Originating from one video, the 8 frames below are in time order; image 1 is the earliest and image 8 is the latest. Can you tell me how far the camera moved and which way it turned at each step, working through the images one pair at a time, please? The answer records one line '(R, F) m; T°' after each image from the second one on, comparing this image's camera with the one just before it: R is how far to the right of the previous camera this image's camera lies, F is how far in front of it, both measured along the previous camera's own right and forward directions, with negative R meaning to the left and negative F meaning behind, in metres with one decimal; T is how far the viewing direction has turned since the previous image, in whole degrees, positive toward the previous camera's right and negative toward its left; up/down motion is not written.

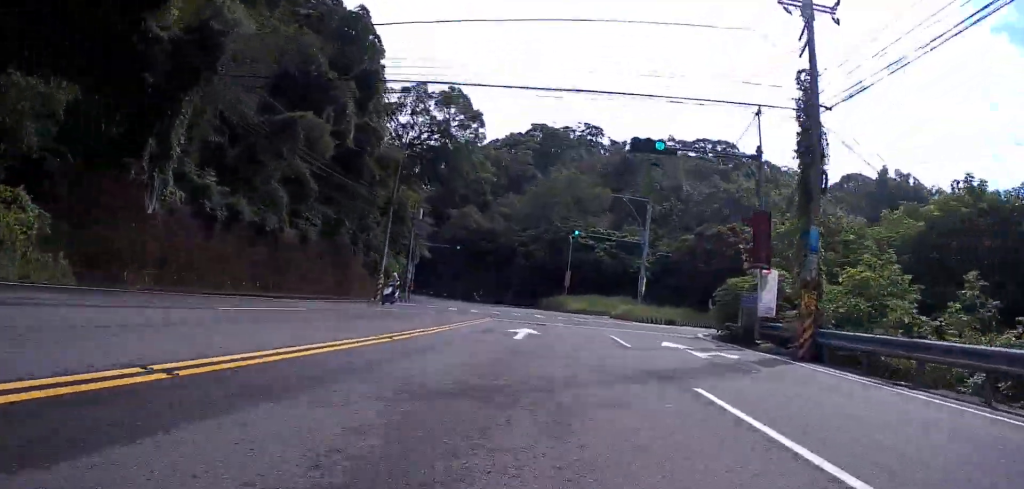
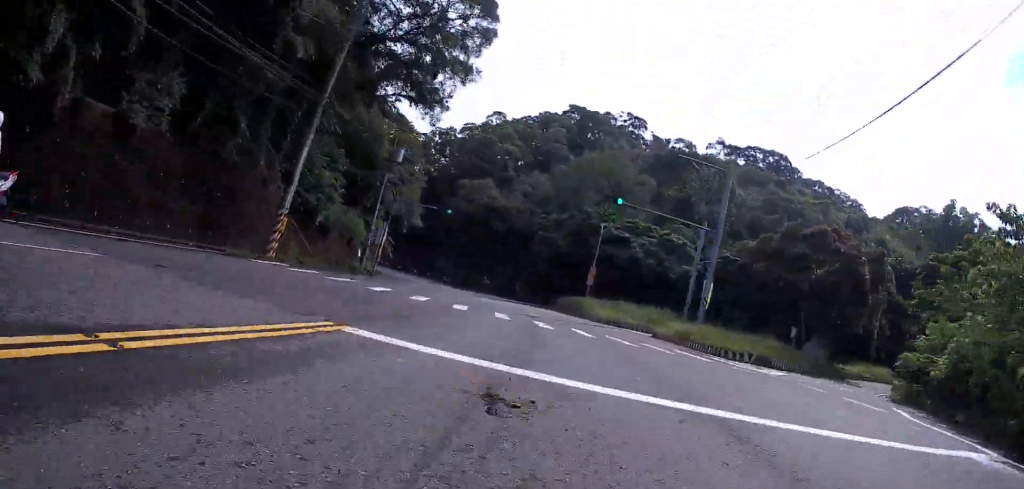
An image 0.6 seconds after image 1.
(+0.1, +15.5) m; -3°
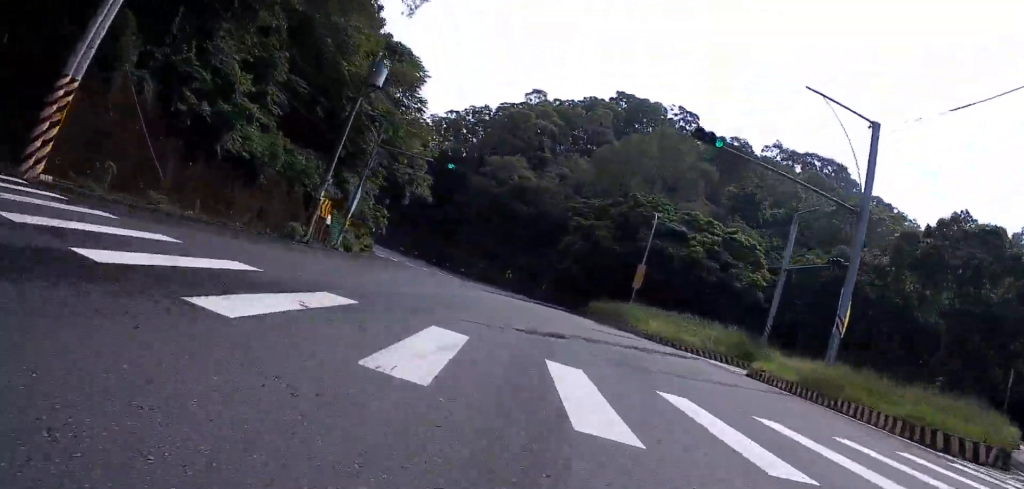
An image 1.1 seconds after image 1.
(+0.1, +12.5) m; -4°
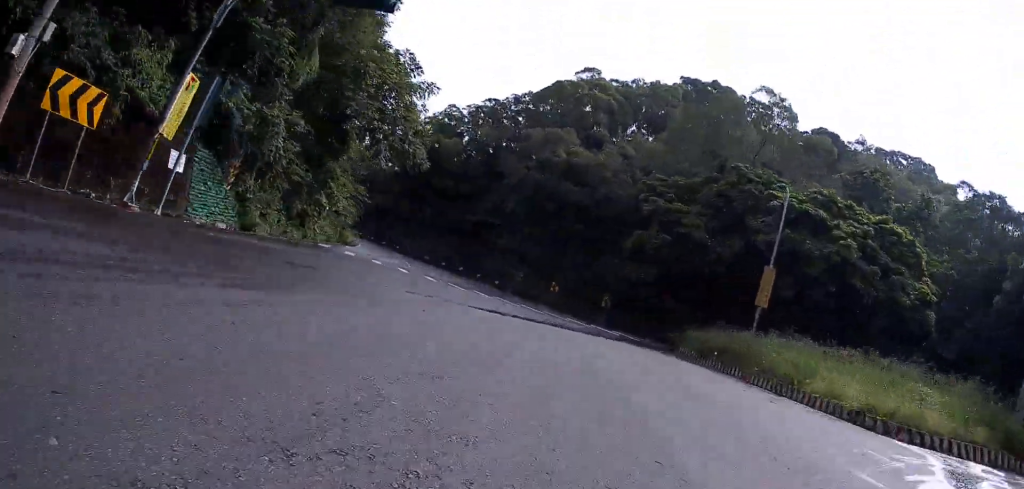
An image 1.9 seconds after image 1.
(-1.4, +18.1) m; -9°
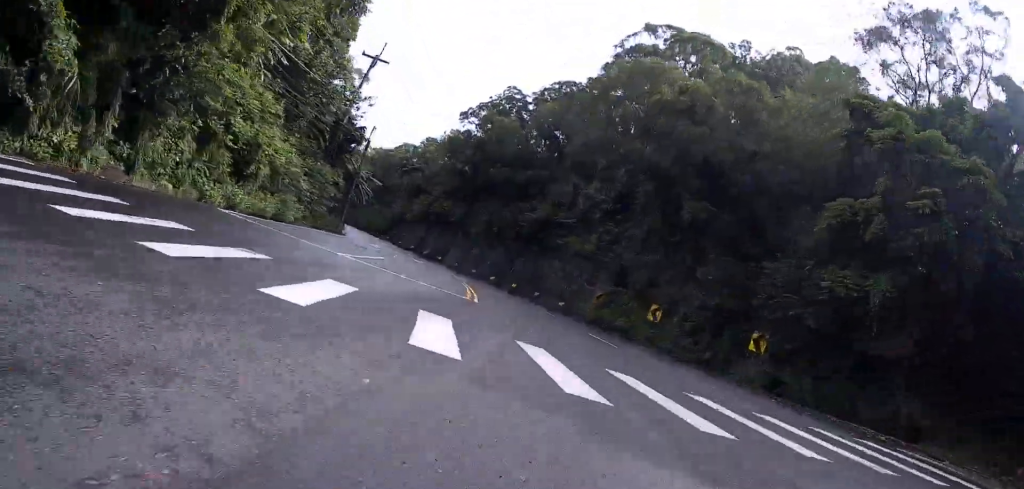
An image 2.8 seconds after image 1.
(-1.9, +19.8) m; -10°
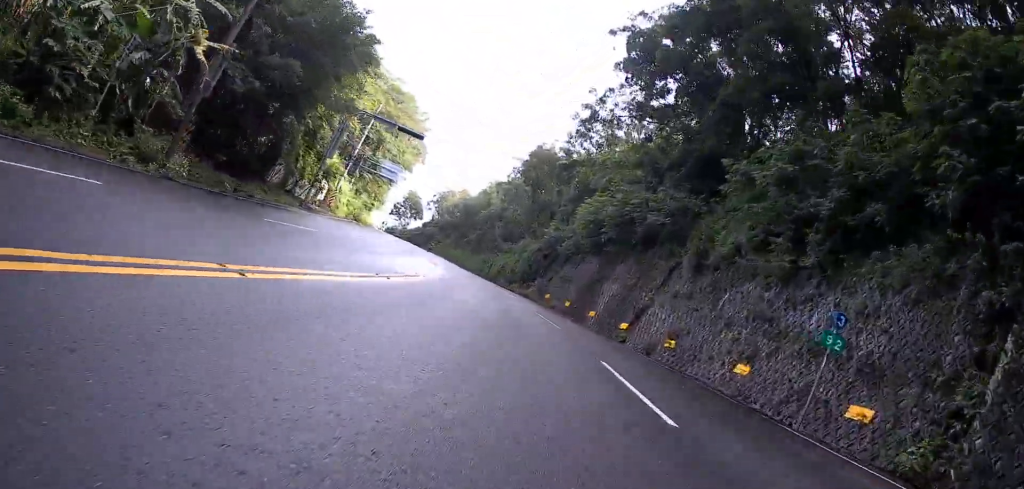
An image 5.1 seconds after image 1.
(-8.9, +46.5) m; -17°
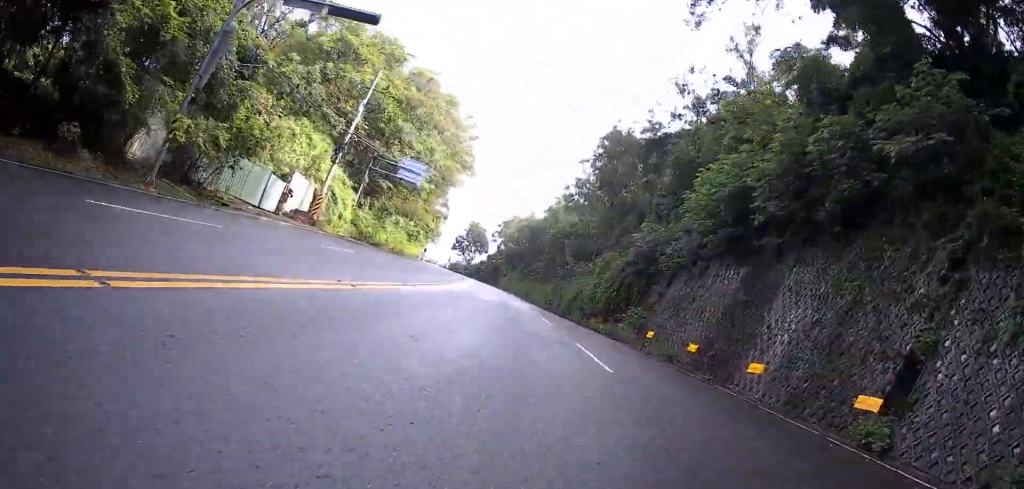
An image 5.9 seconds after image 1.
(+0.2, +17.2) m; -5°
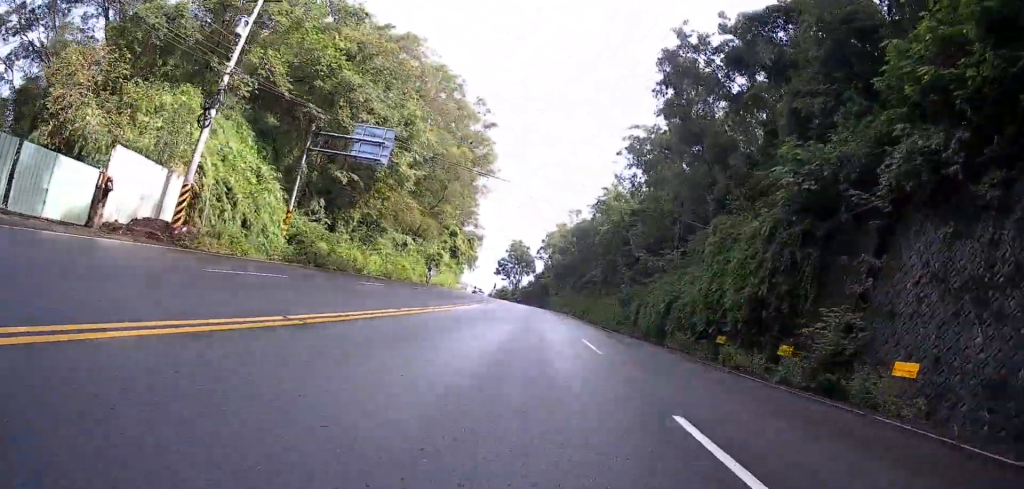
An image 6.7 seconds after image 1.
(-1.6, +17.3) m; -6°
